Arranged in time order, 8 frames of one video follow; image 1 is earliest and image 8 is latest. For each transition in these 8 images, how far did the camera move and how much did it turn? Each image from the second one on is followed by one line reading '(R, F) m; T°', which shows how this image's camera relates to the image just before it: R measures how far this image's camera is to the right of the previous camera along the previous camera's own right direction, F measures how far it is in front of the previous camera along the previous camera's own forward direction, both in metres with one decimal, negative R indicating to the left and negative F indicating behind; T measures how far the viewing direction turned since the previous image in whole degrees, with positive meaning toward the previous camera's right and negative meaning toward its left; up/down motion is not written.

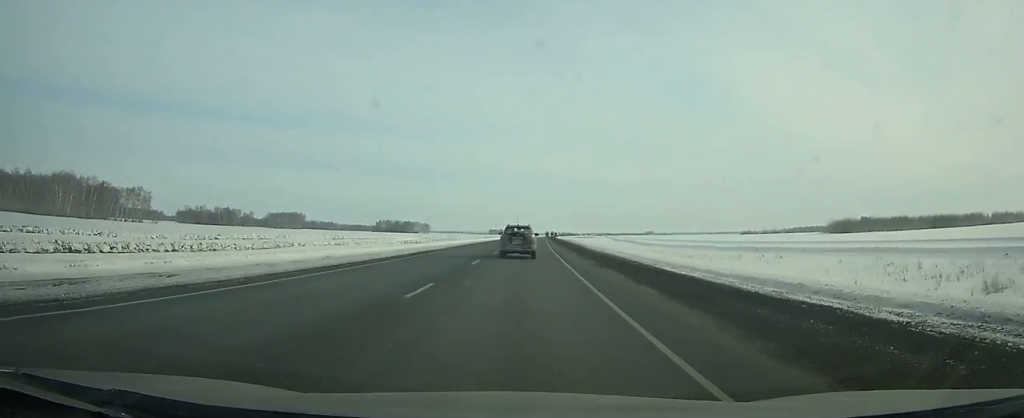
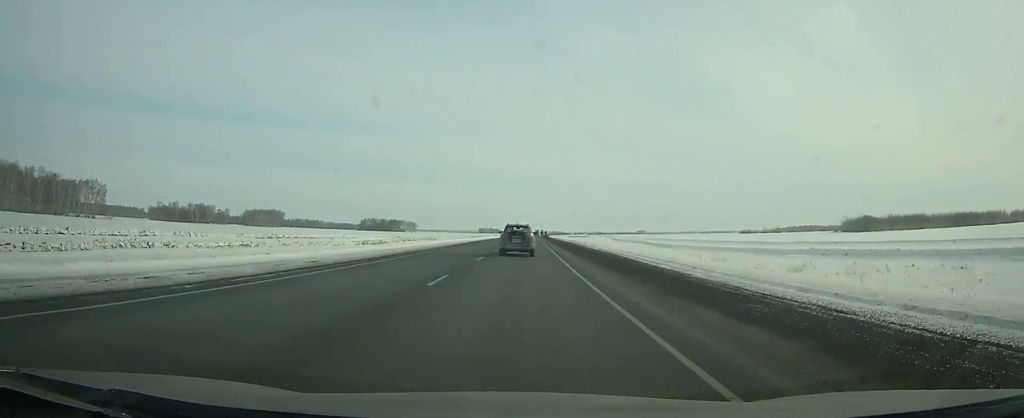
(+0.2, +35.8) m; +1°
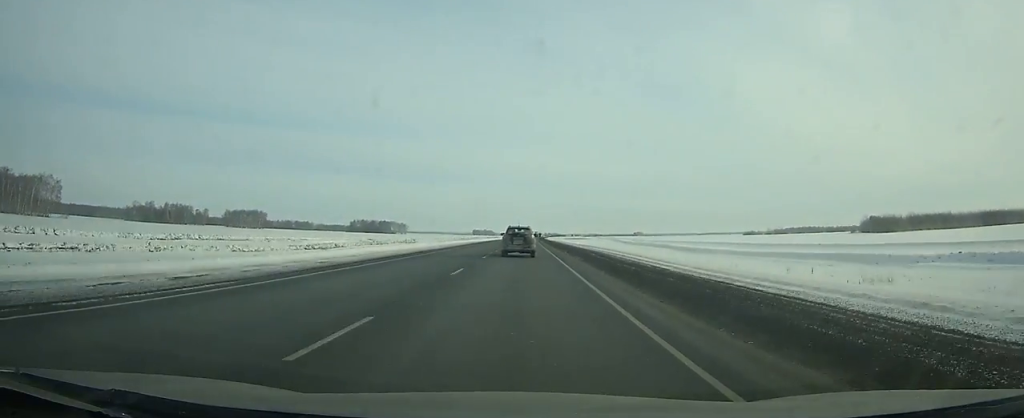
(+0.2, +33.7) m; 0°
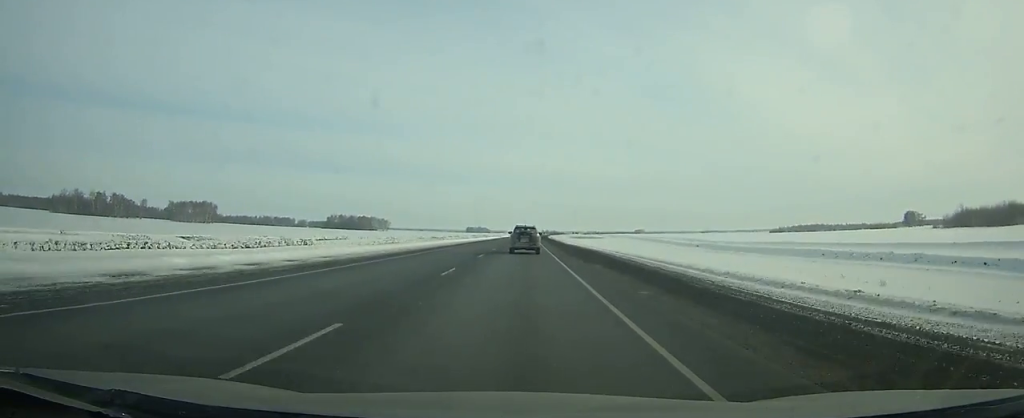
(+0.9, +100.8) m; +1°
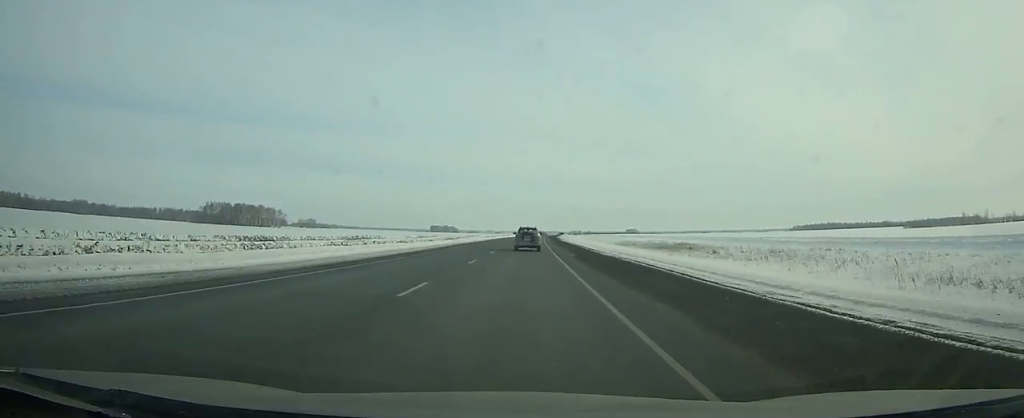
(+4.9, +296.9) m; +2°
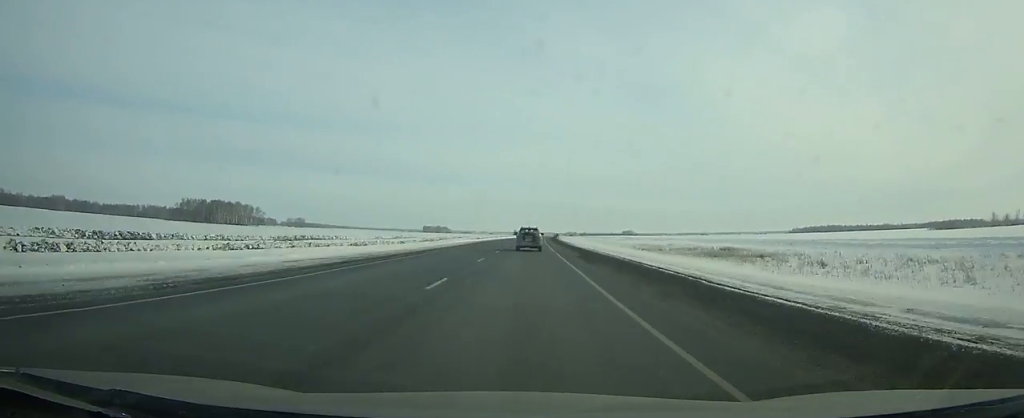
(+0.4, +35.9) m; +1°
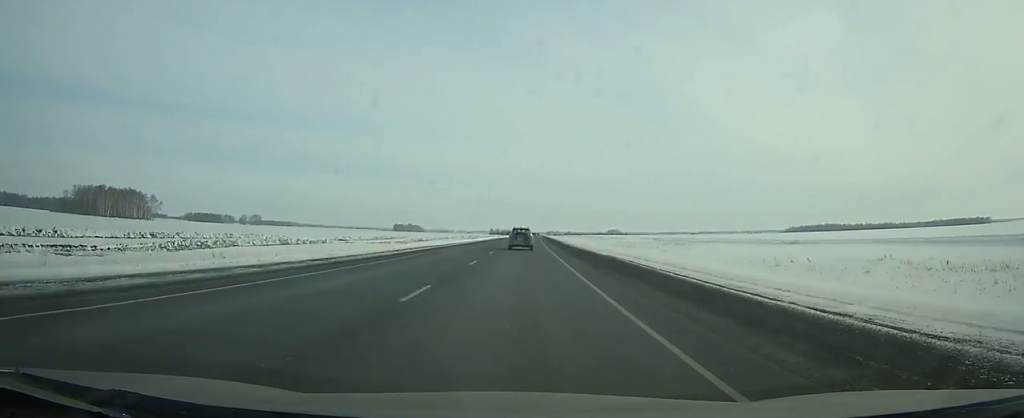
(+1.9, +126.1) m; +2°
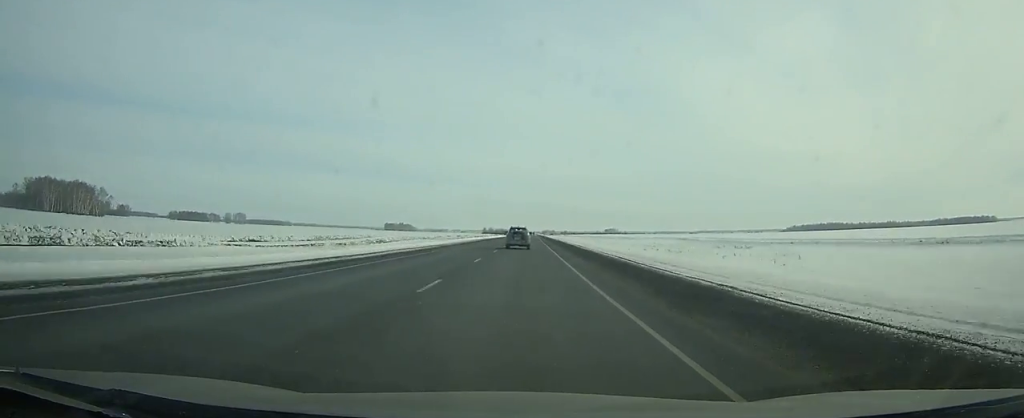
(+0.3, +45.2) m; 0°
